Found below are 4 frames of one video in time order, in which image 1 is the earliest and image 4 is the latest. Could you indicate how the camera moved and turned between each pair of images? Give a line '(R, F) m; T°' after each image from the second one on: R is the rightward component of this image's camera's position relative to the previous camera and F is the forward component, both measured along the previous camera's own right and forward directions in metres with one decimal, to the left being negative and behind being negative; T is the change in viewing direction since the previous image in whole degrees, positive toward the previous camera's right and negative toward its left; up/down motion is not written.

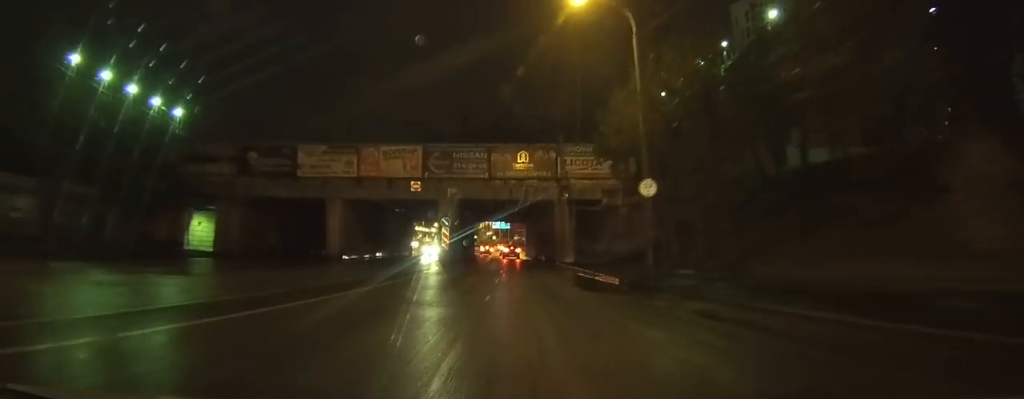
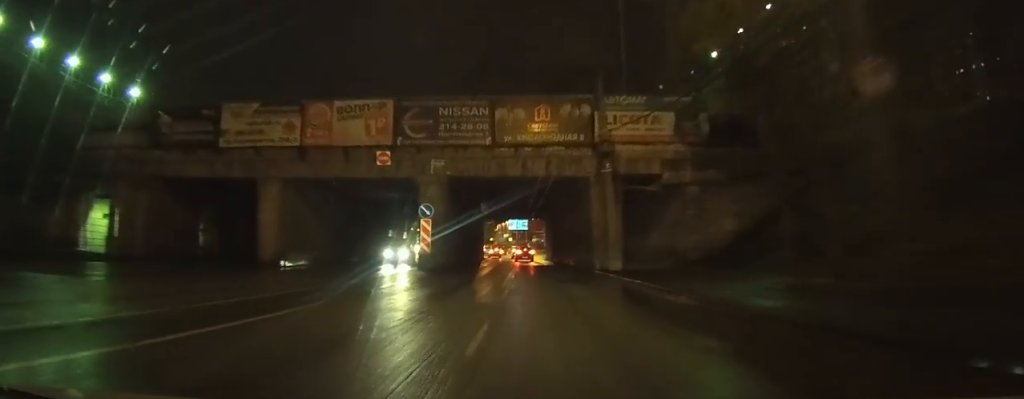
(-0.1, +14.5) m; -1°
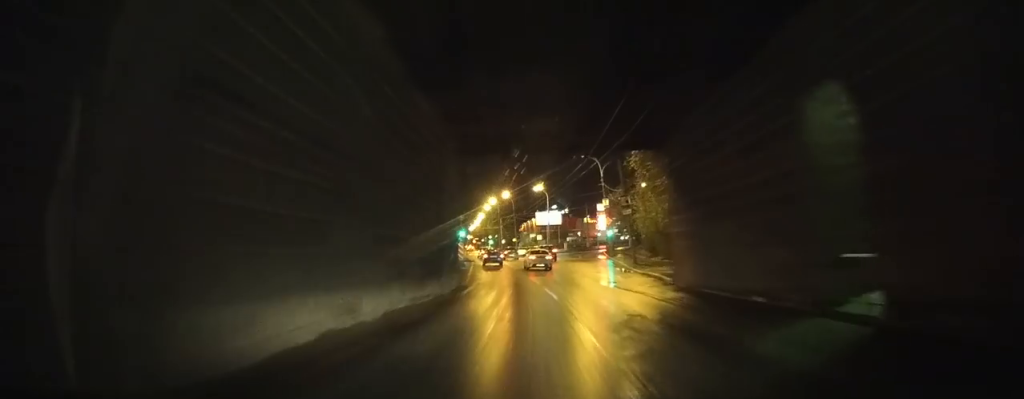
(-1.4, +51.5) m; -2°
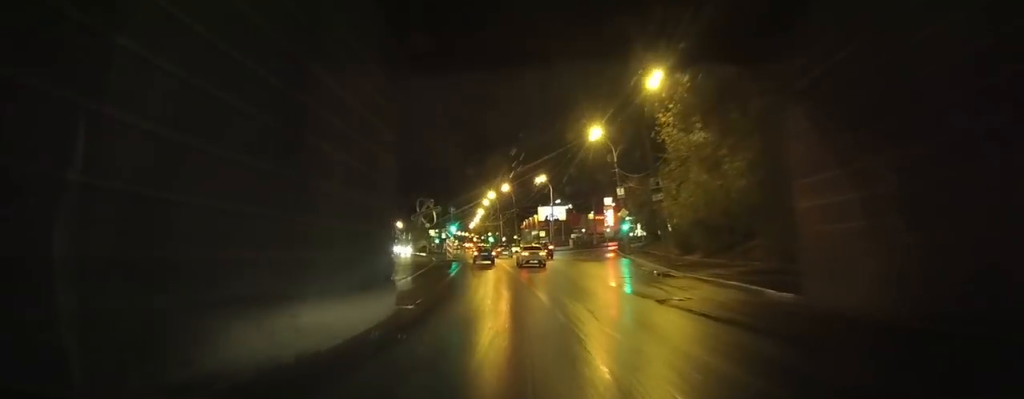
(0.0, +11.0) m; -1°
